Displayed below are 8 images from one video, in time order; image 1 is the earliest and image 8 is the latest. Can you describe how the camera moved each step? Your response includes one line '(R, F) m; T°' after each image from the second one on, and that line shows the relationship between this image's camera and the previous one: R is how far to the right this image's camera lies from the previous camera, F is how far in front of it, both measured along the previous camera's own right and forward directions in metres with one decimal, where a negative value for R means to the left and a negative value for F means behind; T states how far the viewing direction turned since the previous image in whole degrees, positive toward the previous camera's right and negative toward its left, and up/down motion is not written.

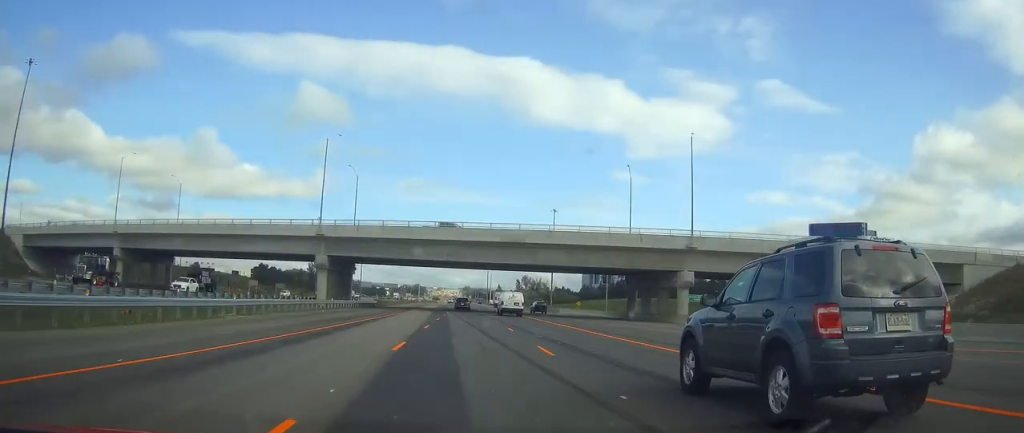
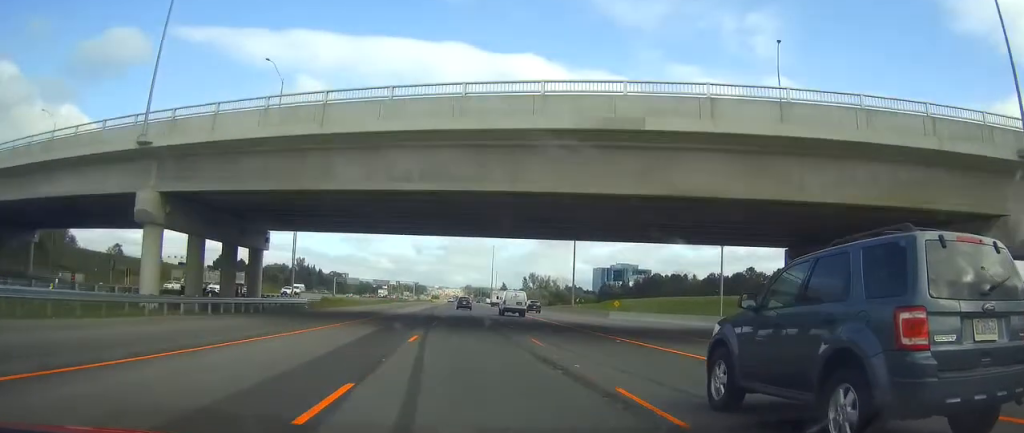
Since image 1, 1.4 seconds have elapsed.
(0.0, +45.9) m; 0°
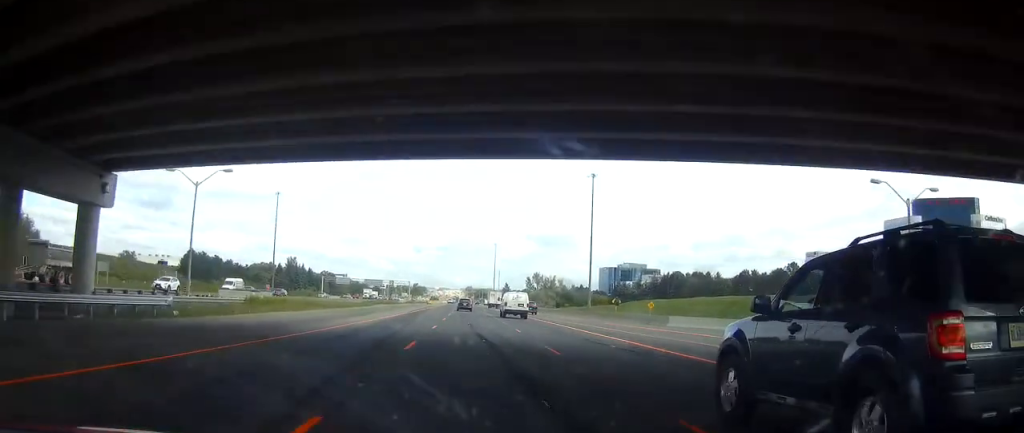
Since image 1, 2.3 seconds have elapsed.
(0.0, +26.7) m; 0°
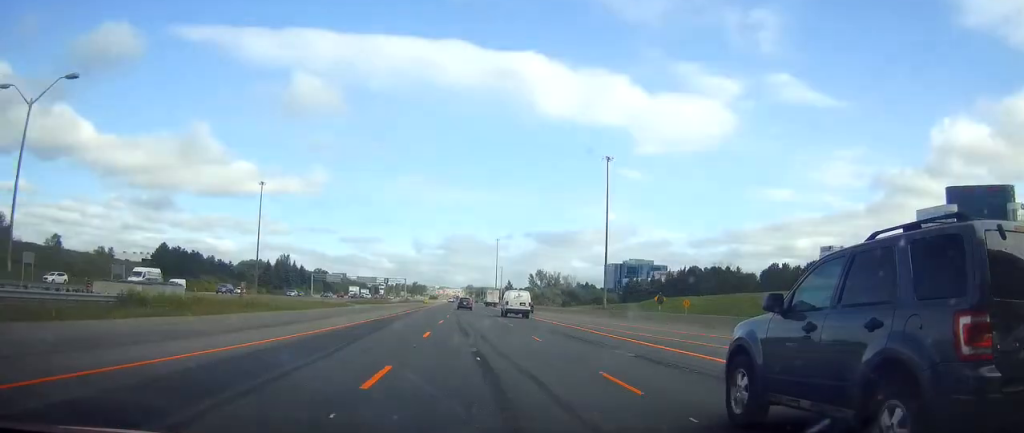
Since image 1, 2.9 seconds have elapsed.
(0.0, +19.3) m; 0°
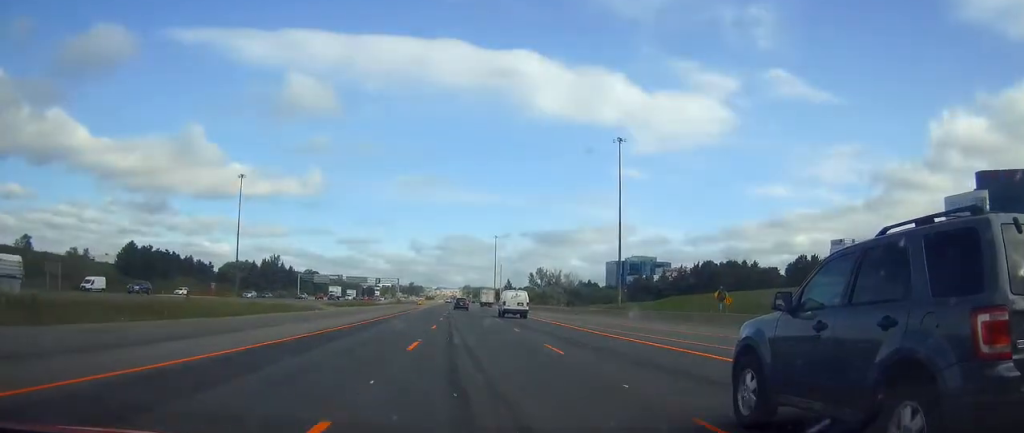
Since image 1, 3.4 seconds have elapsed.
(-0.1, +17.2) m; 0°
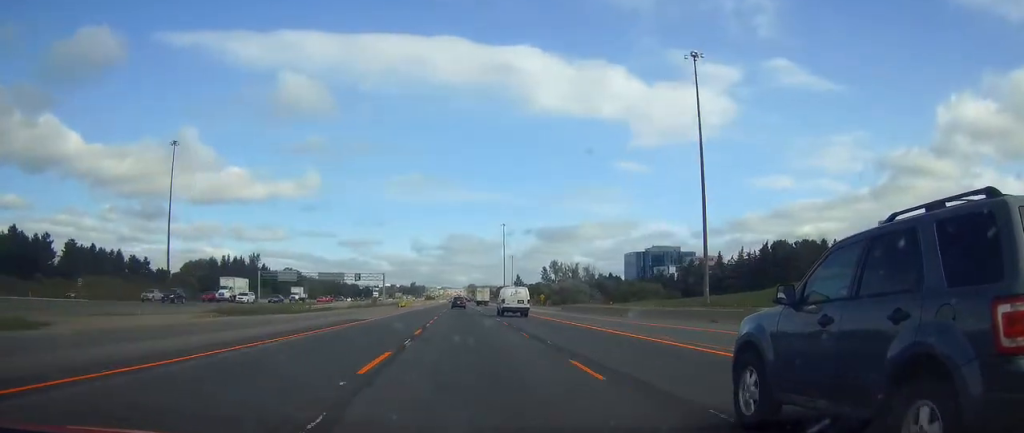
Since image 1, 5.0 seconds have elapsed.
(+0.1, +50.8) m; 0°
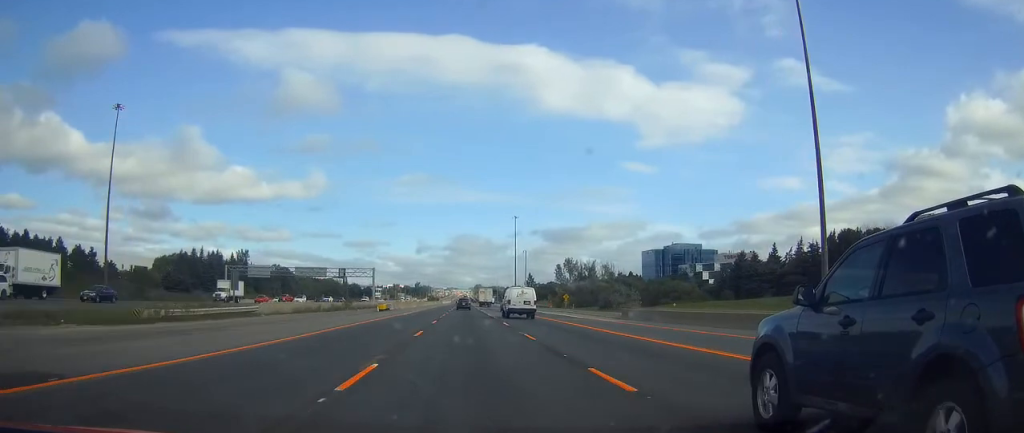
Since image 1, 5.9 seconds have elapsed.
(-0.1, +31.6) m; 0°
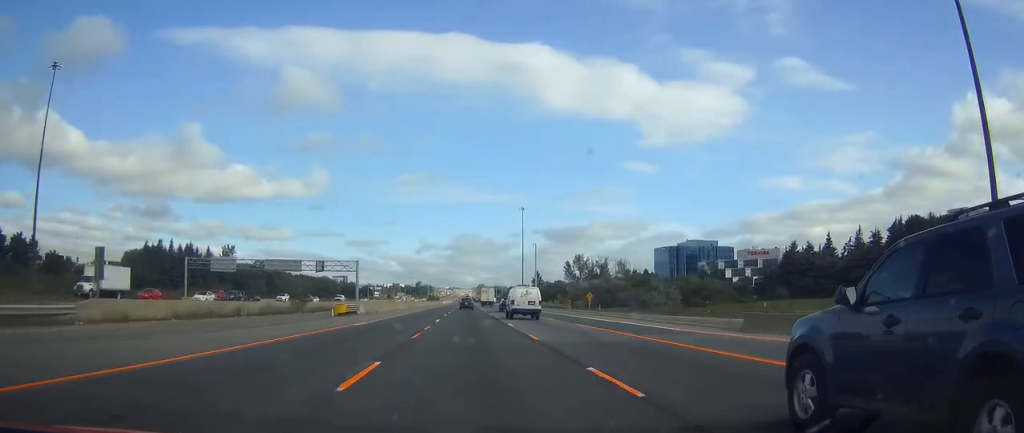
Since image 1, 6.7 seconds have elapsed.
(0.0, +25.2) m; 0°
